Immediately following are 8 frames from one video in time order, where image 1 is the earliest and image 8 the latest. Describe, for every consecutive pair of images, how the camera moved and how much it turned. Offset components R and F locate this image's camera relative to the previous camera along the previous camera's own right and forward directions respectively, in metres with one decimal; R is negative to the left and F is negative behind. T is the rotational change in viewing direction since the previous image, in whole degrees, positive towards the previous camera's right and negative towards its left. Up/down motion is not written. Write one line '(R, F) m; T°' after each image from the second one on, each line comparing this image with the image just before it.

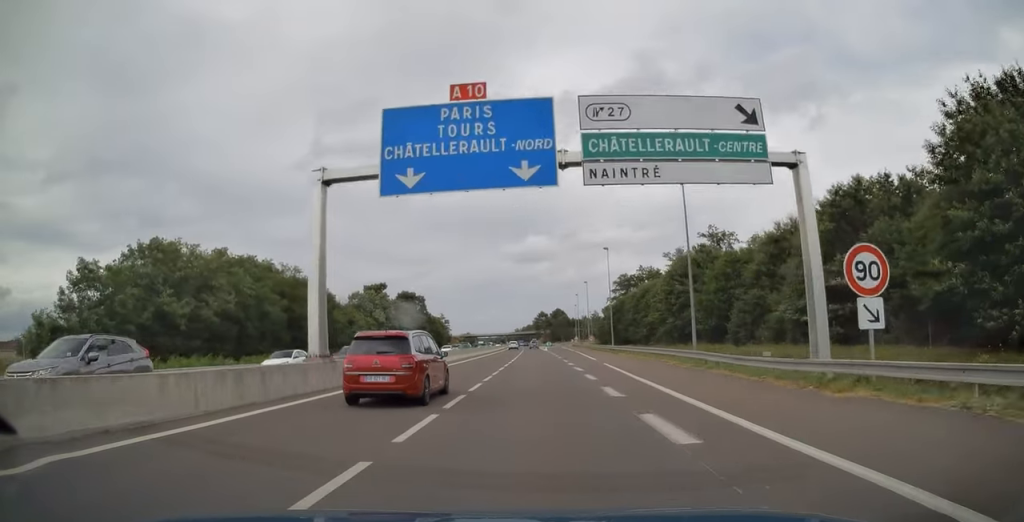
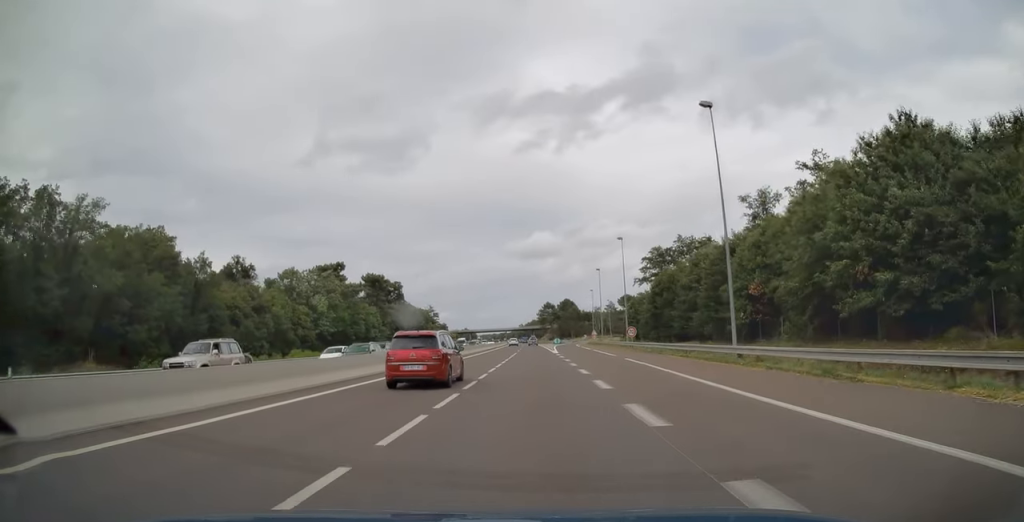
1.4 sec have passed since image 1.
(-0.4, +44.0) m; -1°
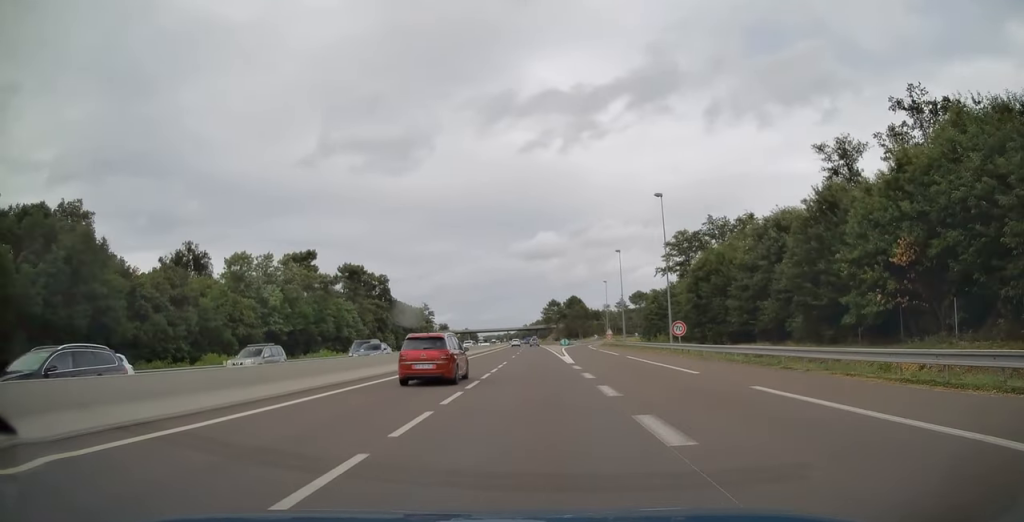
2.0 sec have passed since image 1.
(-0.1, +21.0) m; 0°
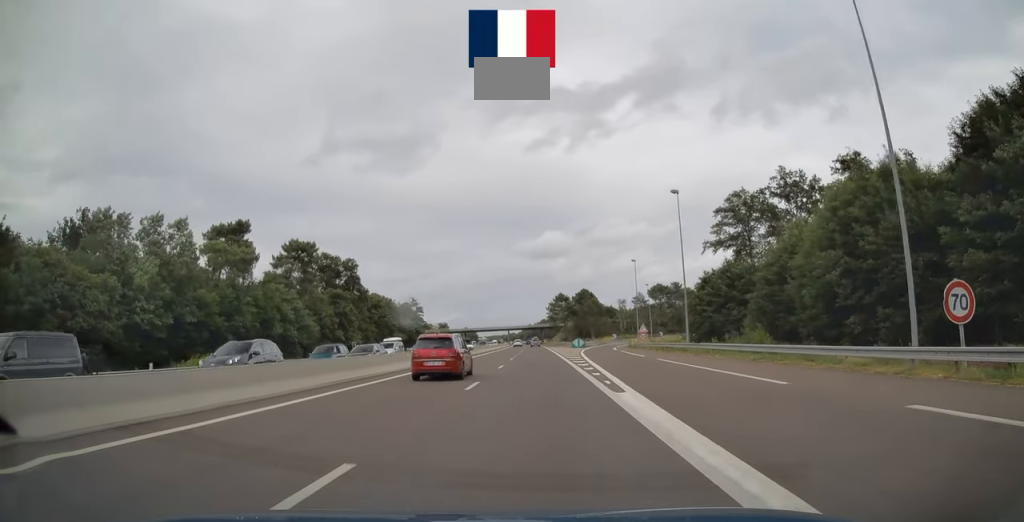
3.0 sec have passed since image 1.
(-0.2, +31.2) m; 0°
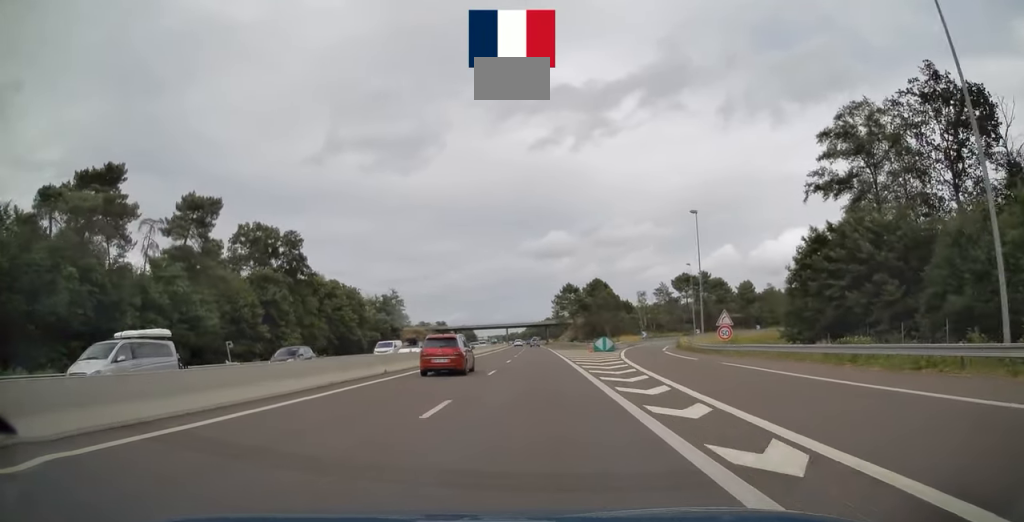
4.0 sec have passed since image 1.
(+0.2, +32.7) m; 0°
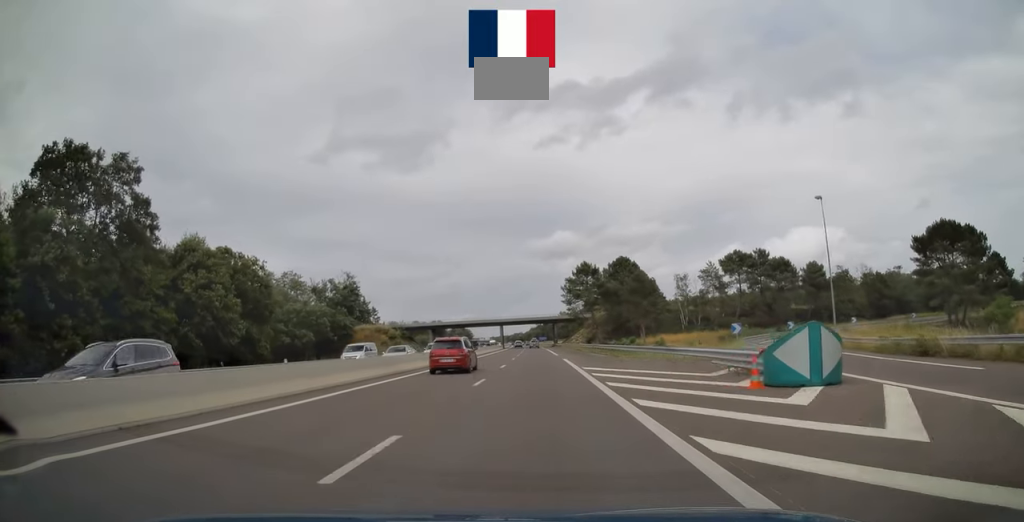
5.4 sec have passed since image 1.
(-0.4, +44.5) m; -1°
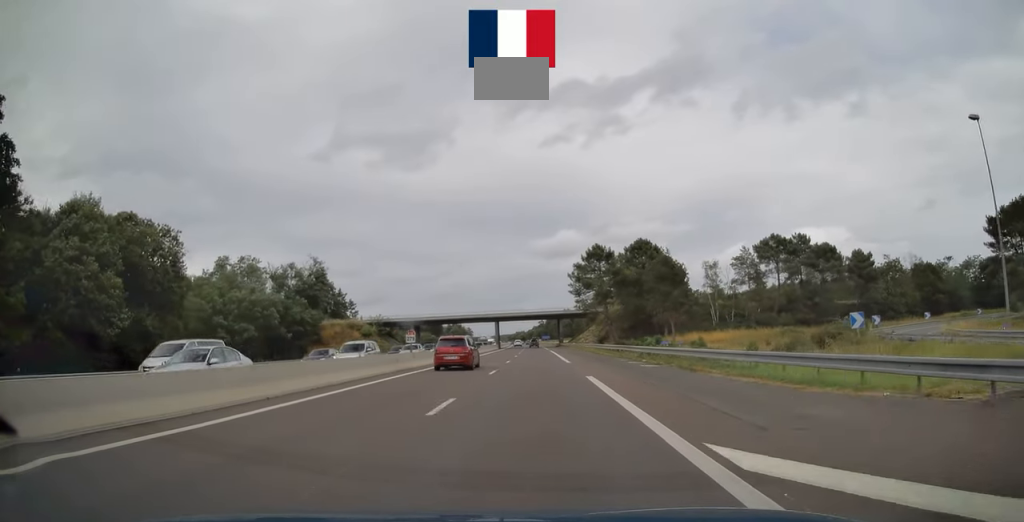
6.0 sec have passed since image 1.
(-0.1, +21.0) m; 0°
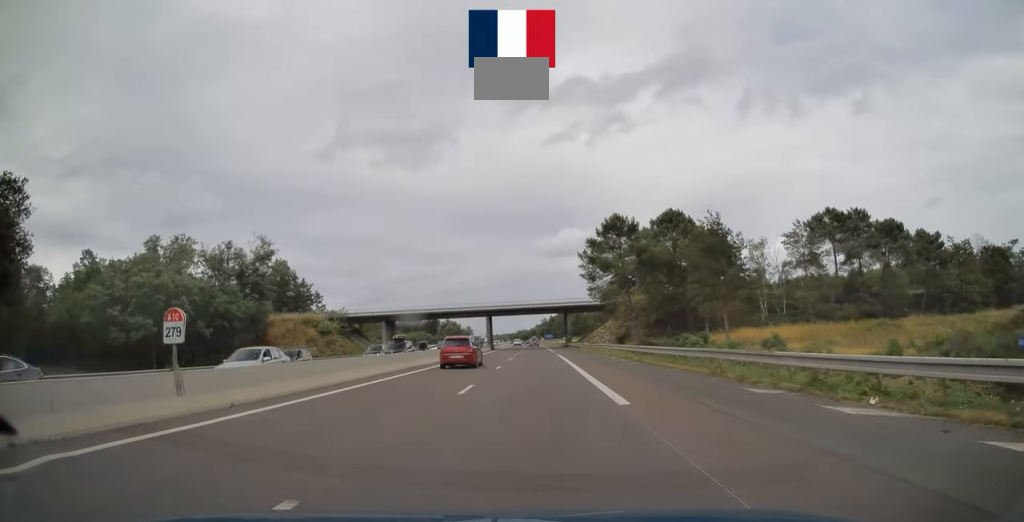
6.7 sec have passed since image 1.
(0.0, +22.6) m; 0°
